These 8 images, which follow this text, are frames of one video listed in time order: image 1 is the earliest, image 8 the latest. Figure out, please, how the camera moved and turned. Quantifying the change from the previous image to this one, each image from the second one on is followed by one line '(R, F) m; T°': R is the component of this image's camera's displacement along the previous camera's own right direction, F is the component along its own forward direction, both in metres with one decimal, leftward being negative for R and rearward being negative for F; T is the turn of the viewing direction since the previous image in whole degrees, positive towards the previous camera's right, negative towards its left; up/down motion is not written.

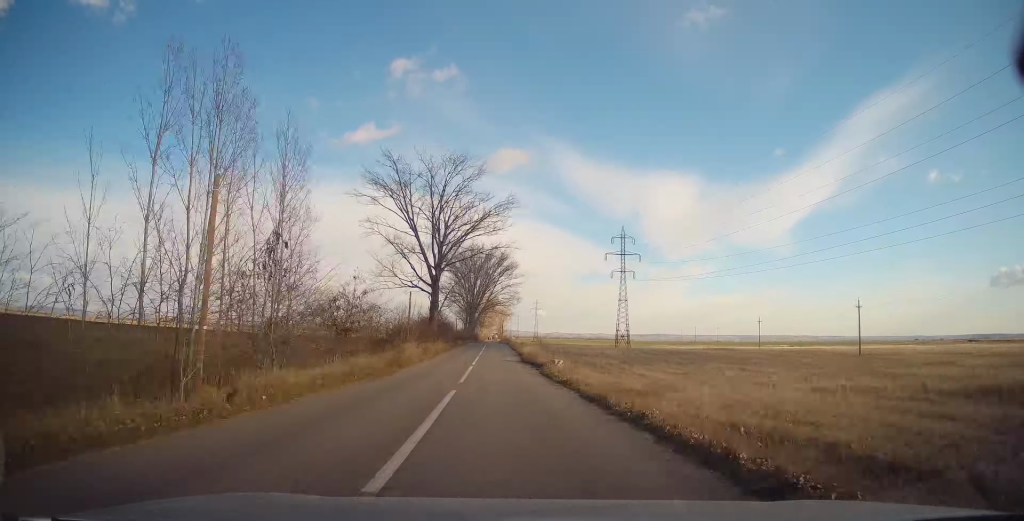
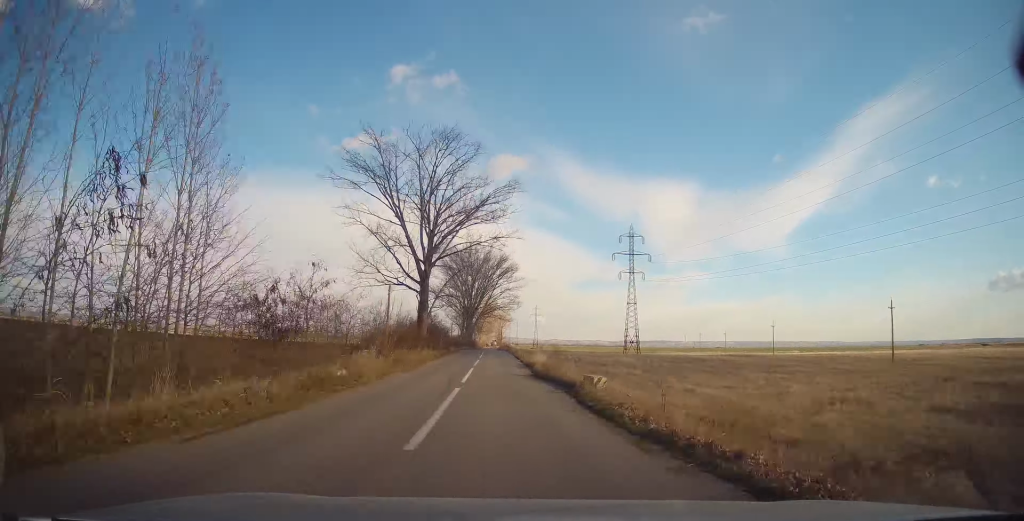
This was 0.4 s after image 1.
(+0.2, +9.9) m; 0°
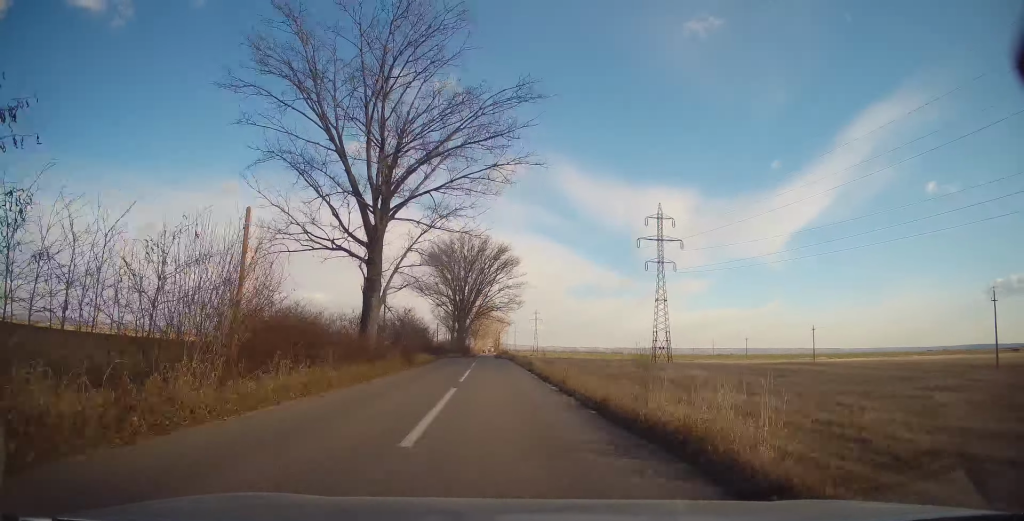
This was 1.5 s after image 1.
(-0.4, +24.0) m; 0°
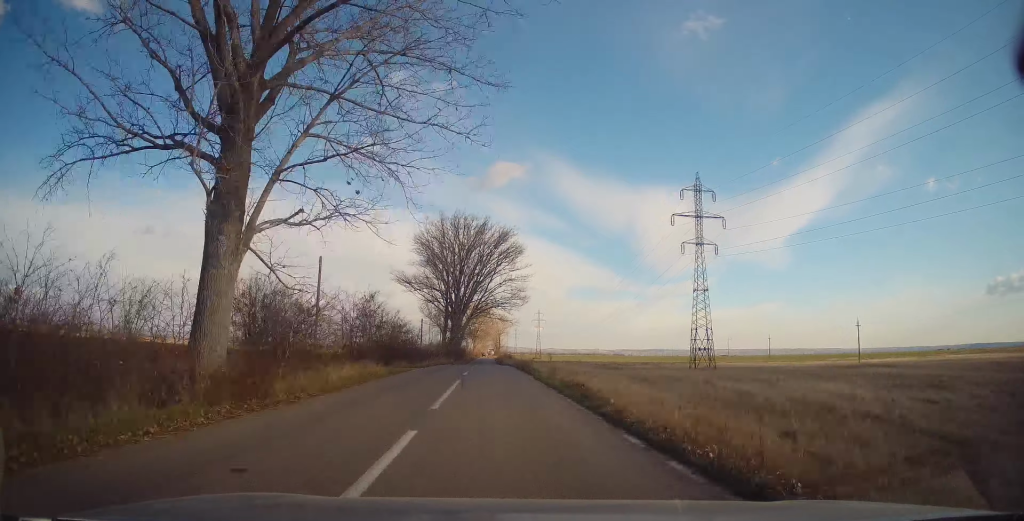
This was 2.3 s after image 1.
(+0.5, +19.8) m; +1°
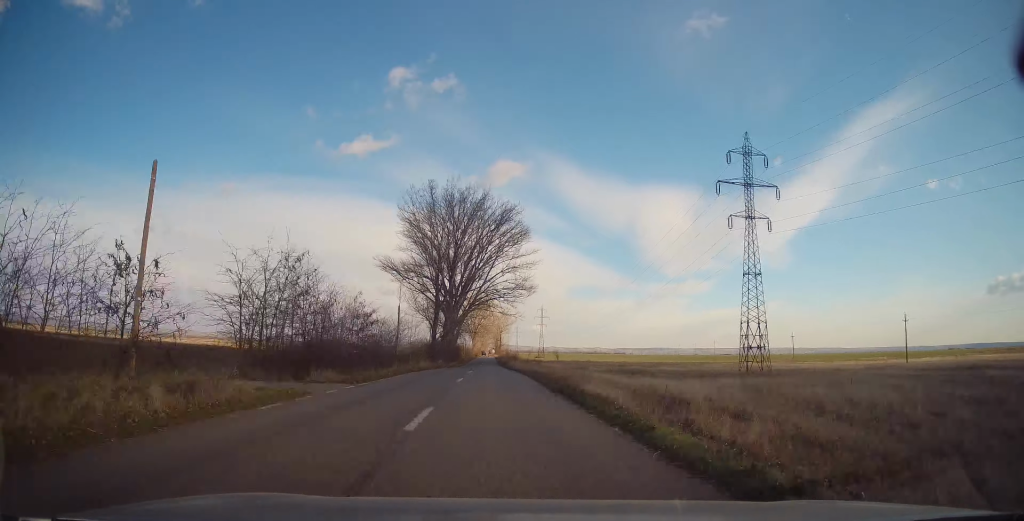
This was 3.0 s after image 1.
(0.0, +16.8) m; -1°
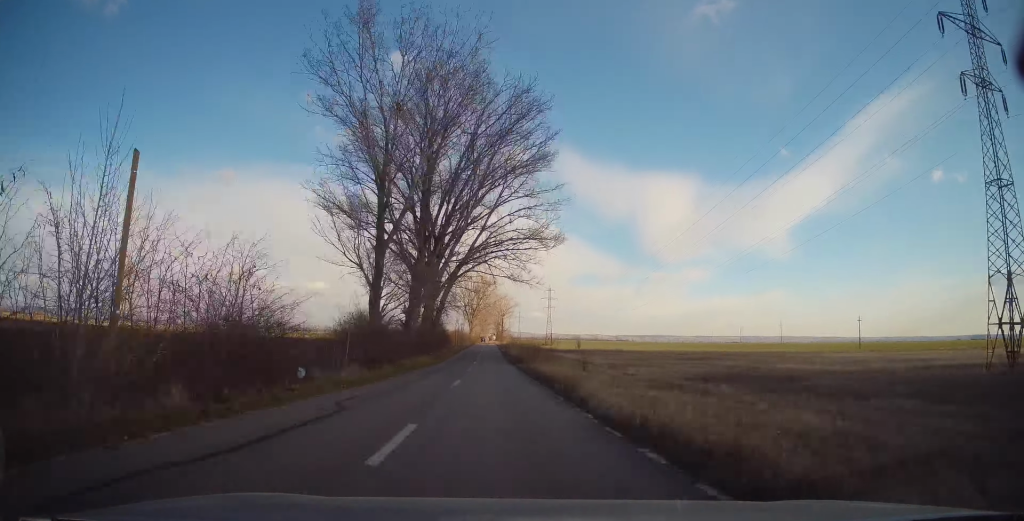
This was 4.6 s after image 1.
(-0.8, +38.2) m; -2°
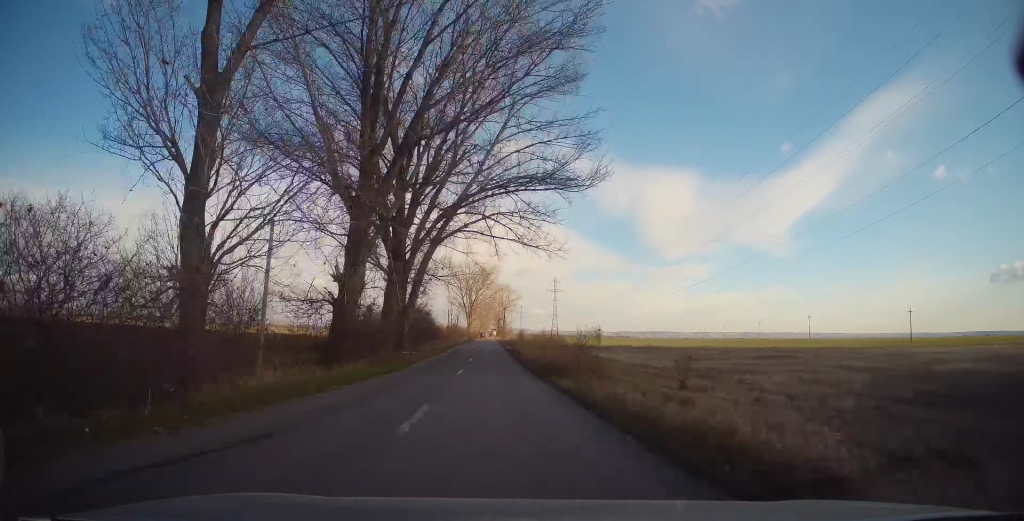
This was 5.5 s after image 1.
(0.0, +22.1) m; +1°
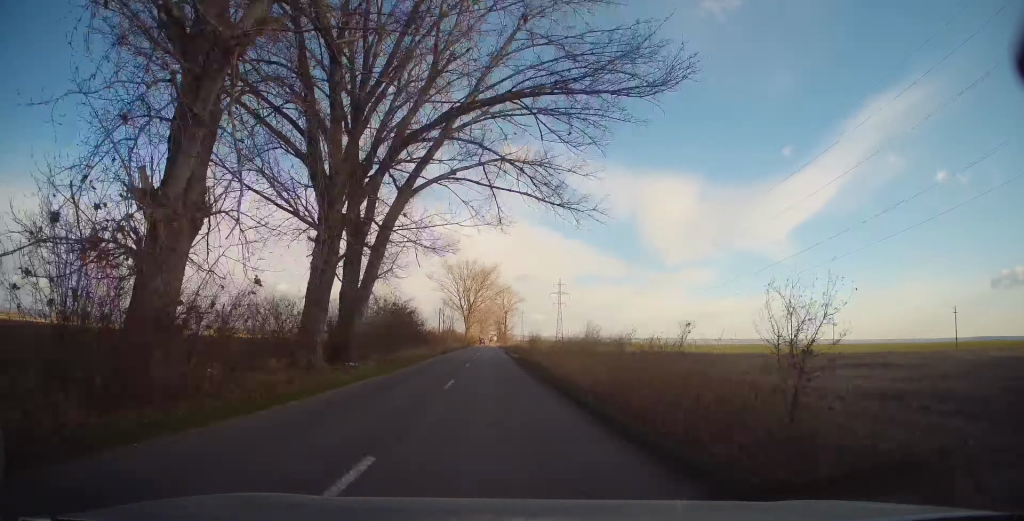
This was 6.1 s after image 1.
(+0.4, +16.8) m; +1°
